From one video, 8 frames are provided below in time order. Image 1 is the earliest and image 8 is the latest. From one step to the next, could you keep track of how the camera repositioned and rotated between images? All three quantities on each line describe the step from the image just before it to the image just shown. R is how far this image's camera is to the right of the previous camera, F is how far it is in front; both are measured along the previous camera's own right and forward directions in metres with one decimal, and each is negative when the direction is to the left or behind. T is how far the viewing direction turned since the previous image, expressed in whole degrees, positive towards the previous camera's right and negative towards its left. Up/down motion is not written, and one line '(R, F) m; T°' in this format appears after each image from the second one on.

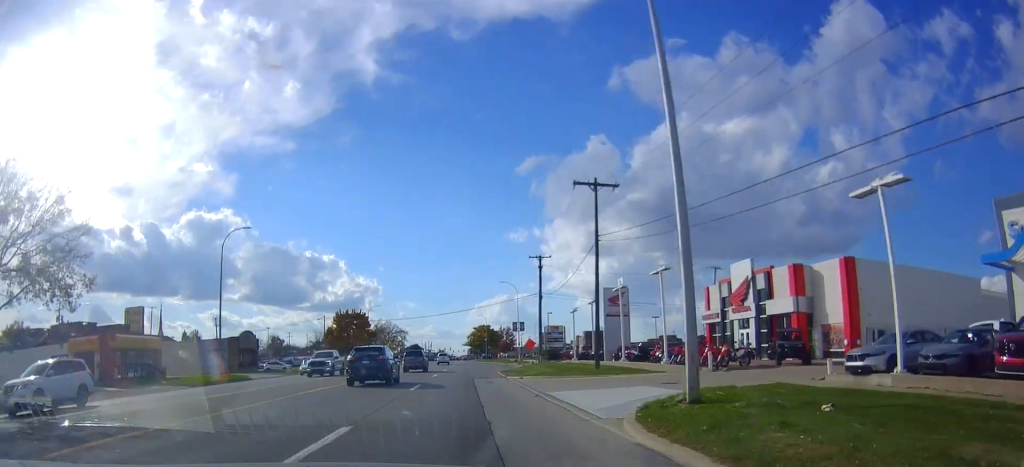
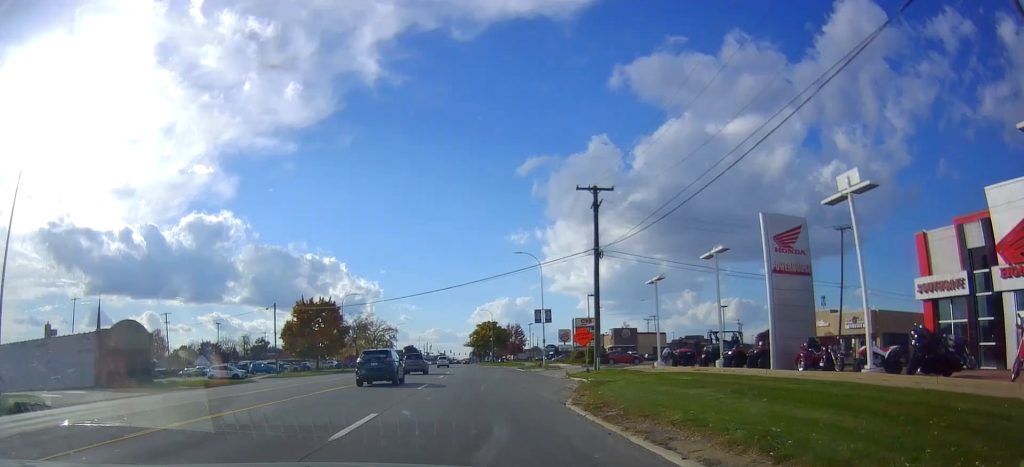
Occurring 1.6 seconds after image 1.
(-0.1, +27.5) m; +1°
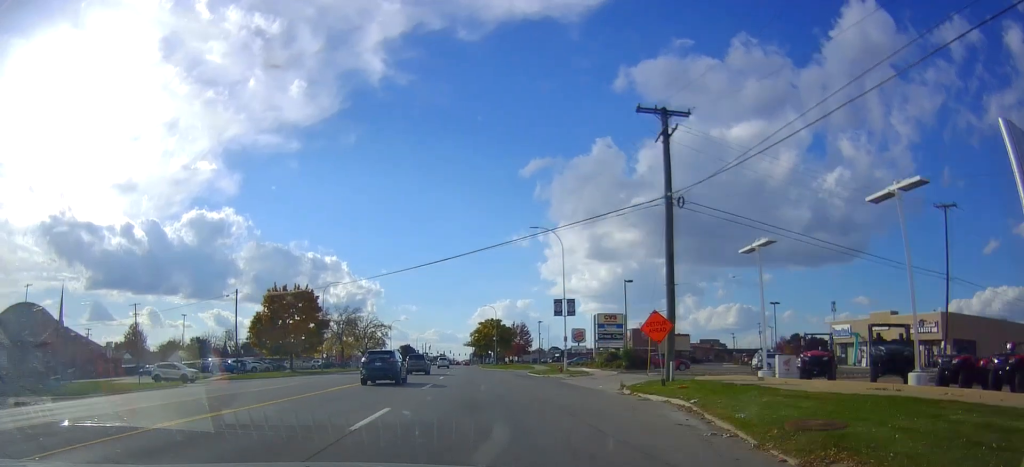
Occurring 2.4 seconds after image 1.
(+0.3, +13.6) m; +1°
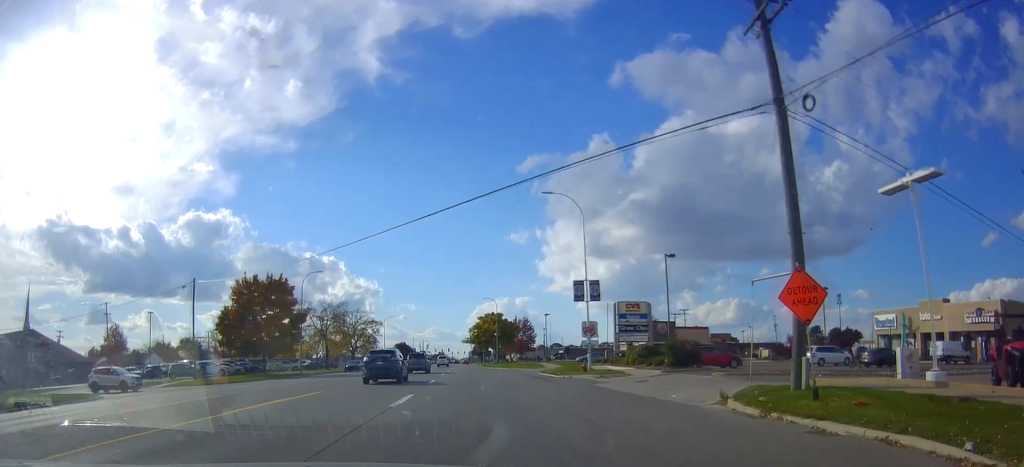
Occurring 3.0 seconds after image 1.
(0.0, +10.2) m; 0°
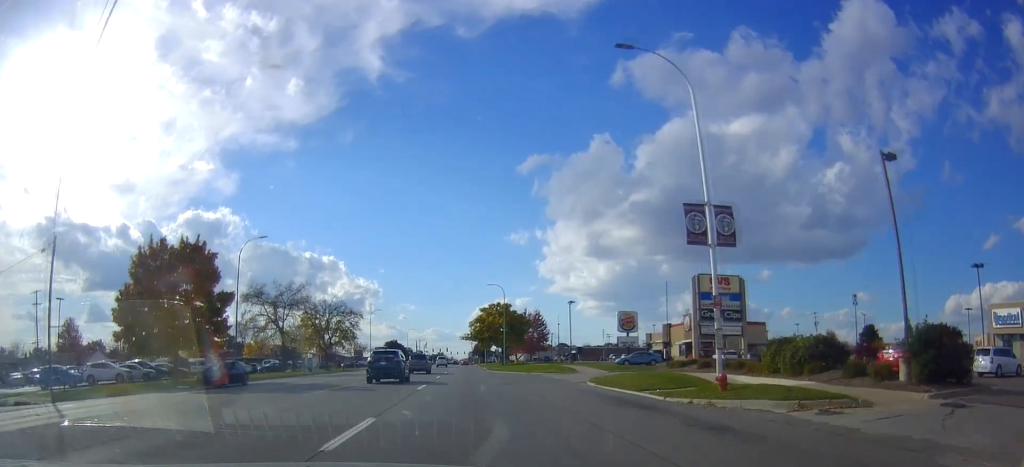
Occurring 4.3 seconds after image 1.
(0.0, +21.4) m; 0°
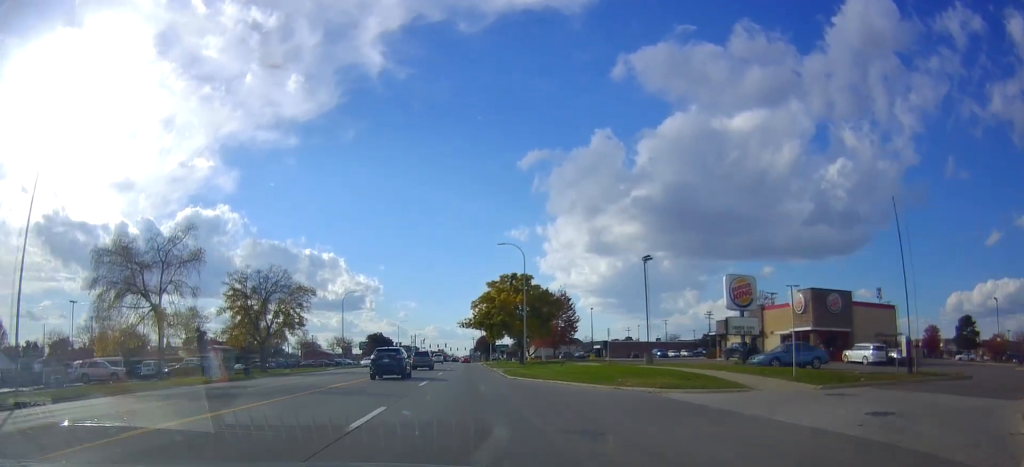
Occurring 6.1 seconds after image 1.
(0.0, +29.5) m; 0°
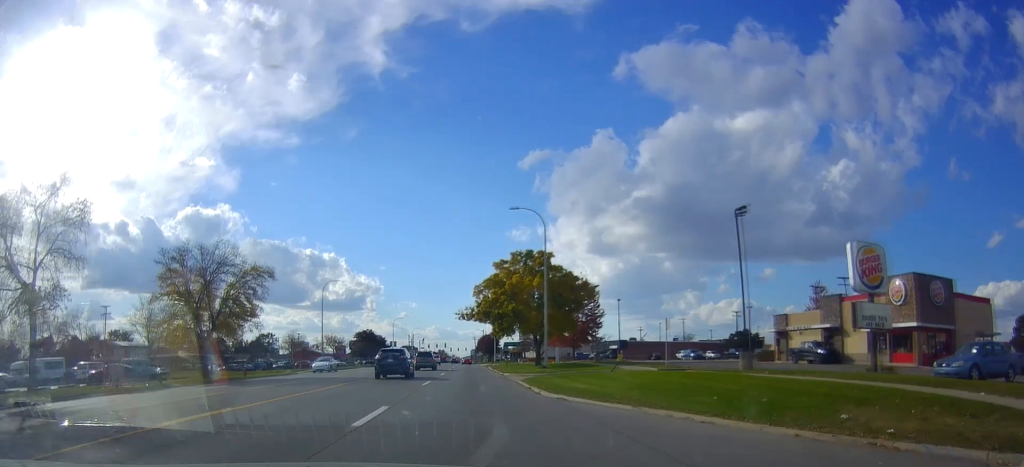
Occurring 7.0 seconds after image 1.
(0.0, +14.9) m; 0°
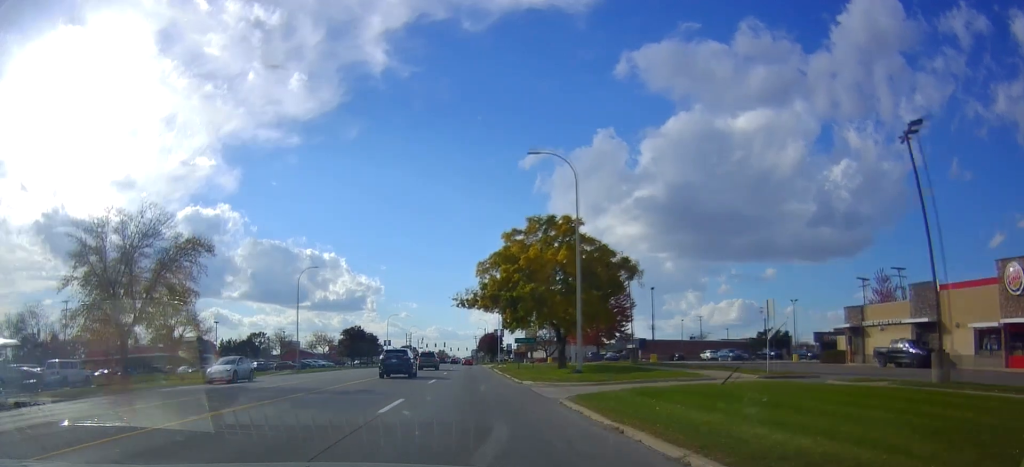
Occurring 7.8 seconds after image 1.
(0.0, +13.0) m; 0°
